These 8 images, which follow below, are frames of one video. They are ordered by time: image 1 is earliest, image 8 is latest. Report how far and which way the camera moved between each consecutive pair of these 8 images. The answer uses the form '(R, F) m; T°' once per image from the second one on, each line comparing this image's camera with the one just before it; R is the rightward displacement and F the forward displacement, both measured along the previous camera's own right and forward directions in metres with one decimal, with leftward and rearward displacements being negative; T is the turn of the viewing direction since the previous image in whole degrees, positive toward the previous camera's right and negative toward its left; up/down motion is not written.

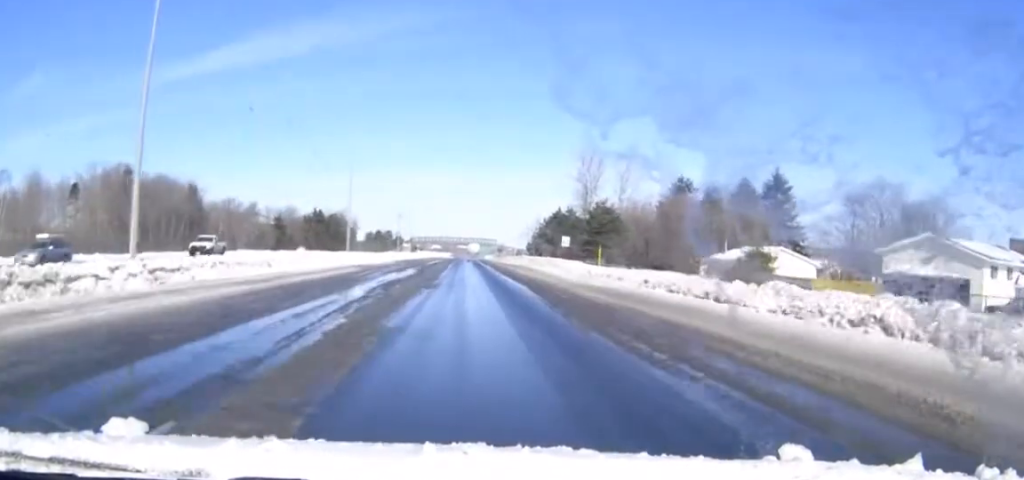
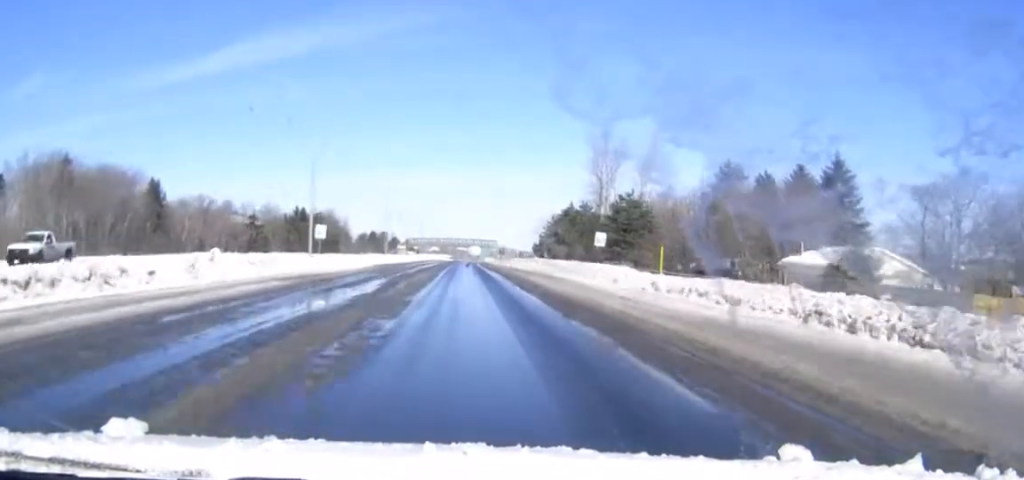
(0.0, +17.7) m; 0°
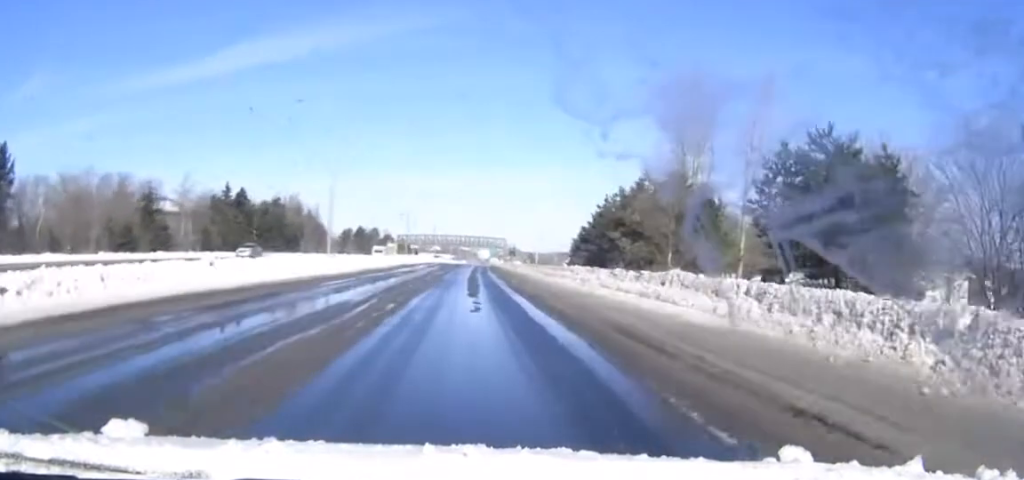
(-0.1, +48.2) m; 0°
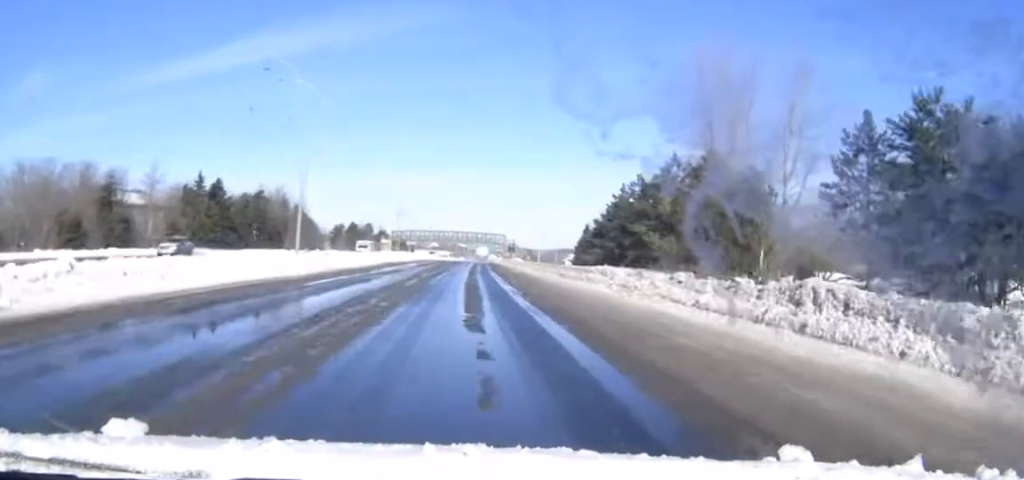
(0.0, +10.6) m; 0°
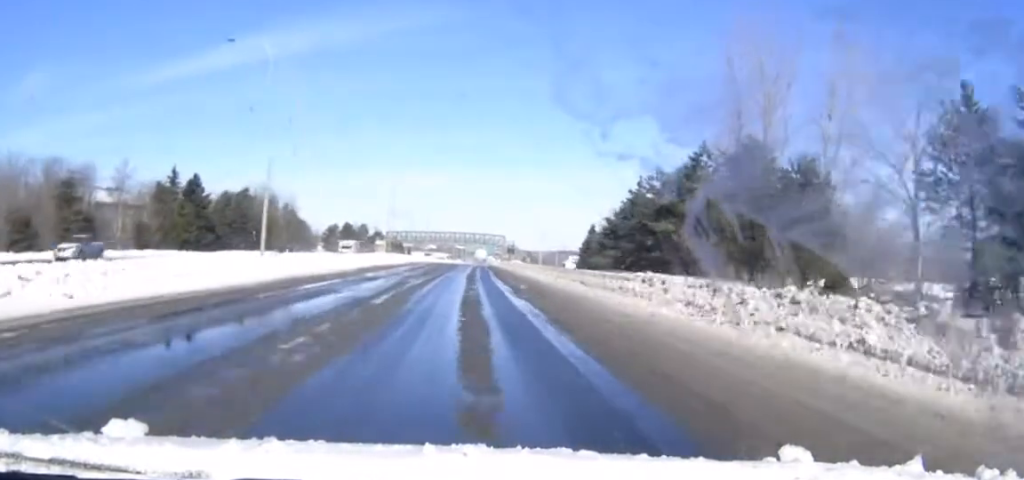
(0.0, +8.6) m; 0°
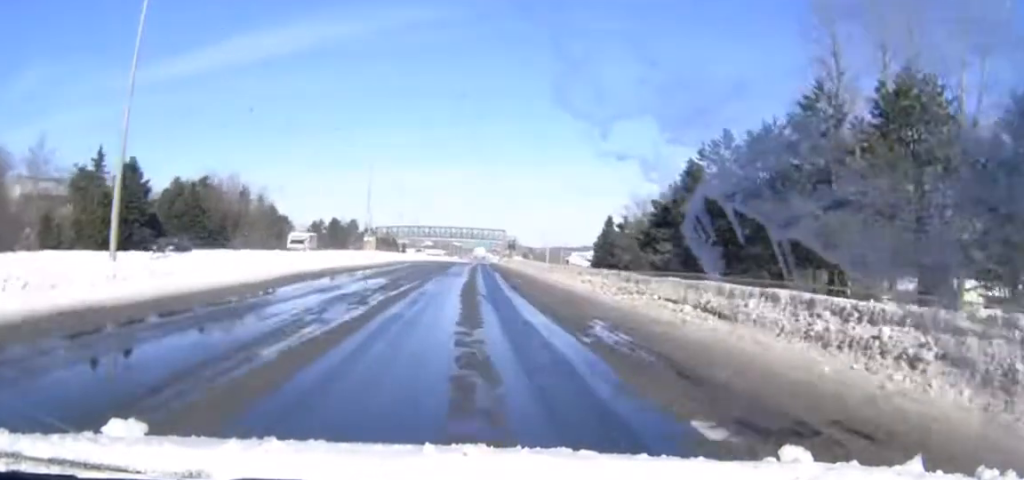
(0.0, +19.2) m; 0°
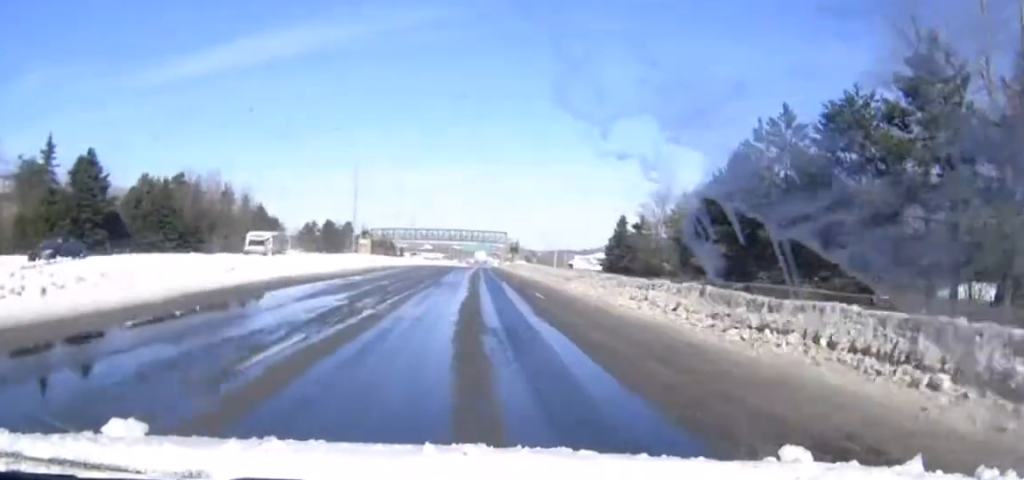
(0.0, +10.0) m; 0°
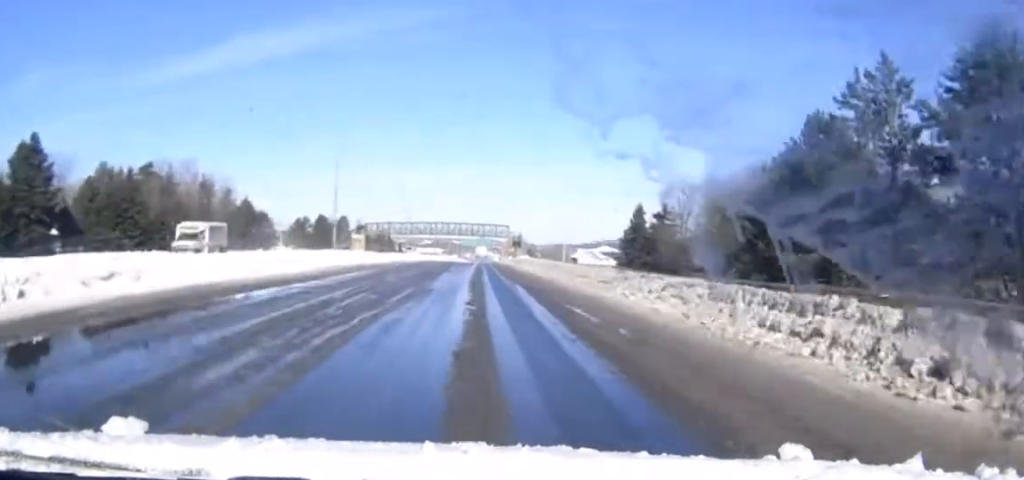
(0.0, +10.7) m; 0°
